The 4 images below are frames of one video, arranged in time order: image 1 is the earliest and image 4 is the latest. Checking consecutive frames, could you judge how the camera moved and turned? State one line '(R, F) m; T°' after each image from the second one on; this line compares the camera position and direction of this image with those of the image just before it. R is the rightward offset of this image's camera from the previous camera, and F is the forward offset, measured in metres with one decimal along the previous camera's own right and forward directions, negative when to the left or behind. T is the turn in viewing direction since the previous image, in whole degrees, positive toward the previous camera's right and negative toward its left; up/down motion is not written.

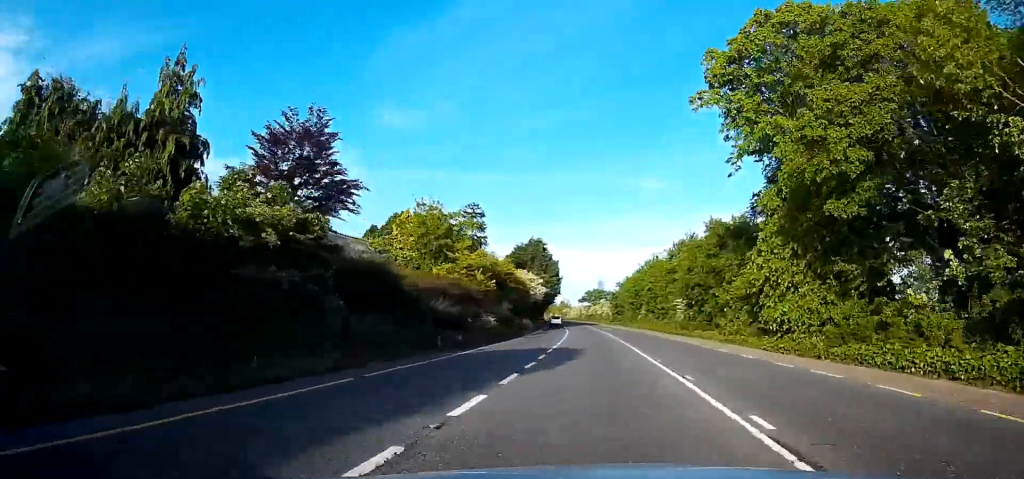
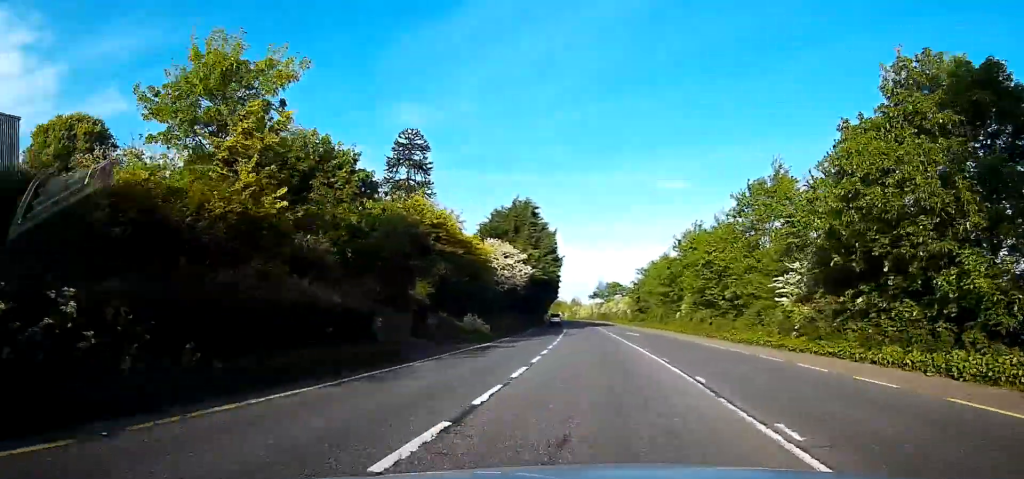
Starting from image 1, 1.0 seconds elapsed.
(-0.3, +31.3) m; -1°
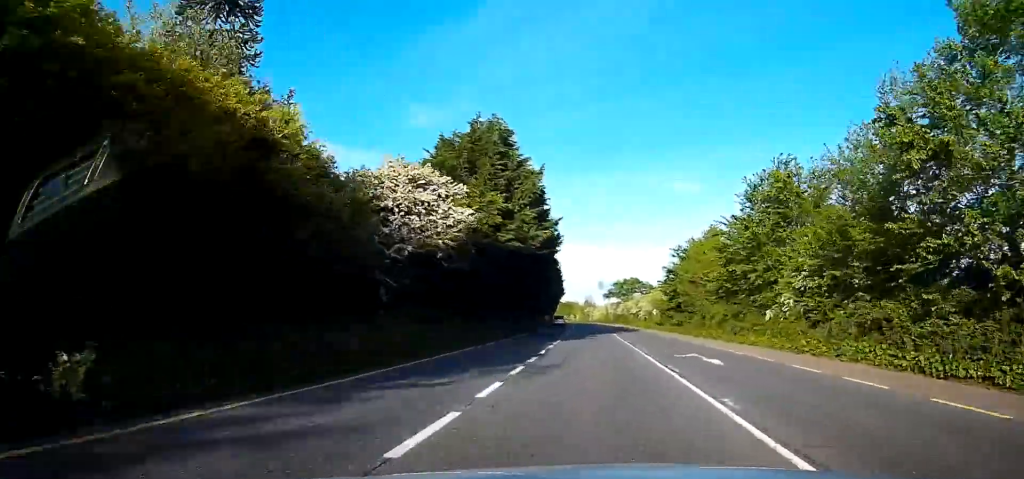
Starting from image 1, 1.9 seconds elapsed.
(-0.2, +28.0) m; -1°
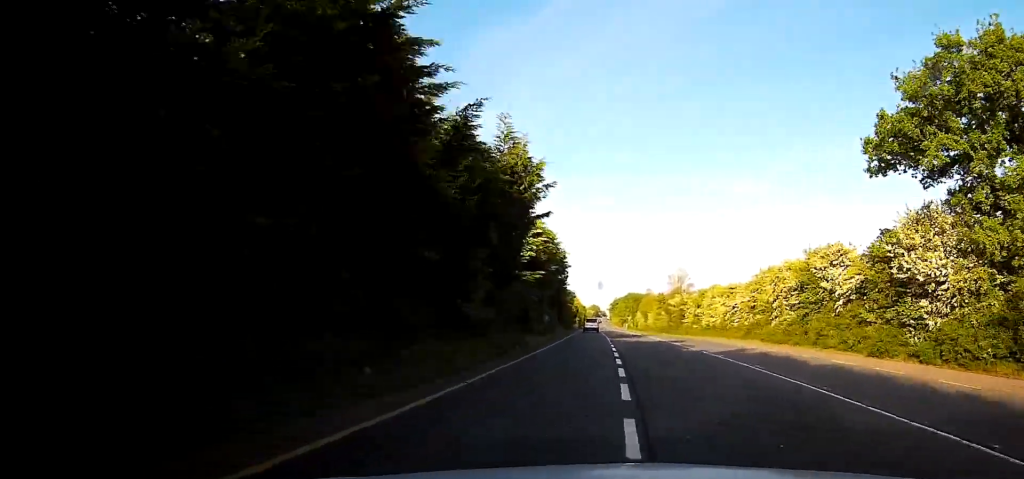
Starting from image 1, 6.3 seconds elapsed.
(-5.8, +137.0) m; -6°
